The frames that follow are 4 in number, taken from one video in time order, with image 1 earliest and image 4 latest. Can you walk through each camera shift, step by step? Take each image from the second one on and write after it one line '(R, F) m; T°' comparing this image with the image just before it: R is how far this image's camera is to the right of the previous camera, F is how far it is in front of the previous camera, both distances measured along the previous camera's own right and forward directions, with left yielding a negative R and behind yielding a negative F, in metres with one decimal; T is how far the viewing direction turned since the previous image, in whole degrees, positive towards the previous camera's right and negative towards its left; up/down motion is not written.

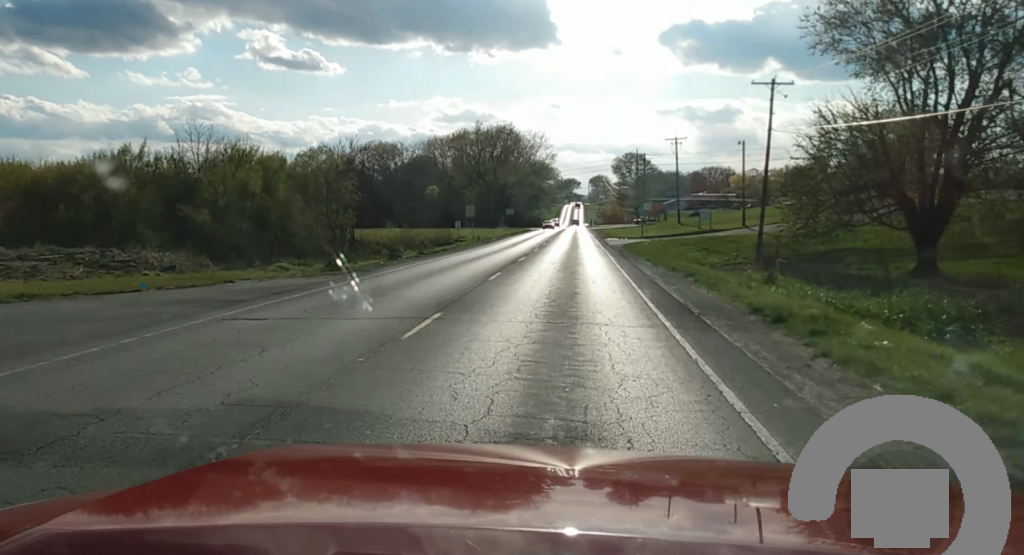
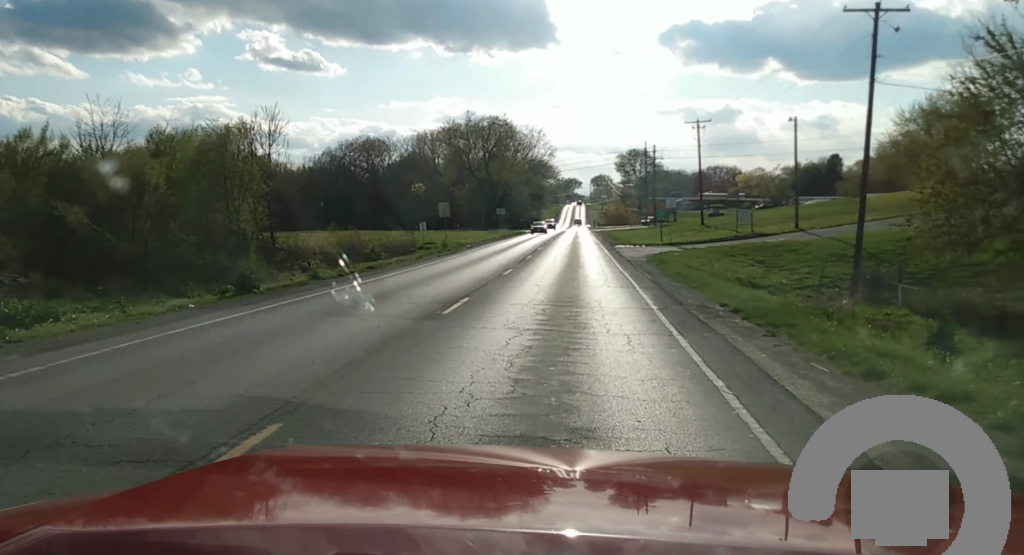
(0.0, +20.6) m; 0°
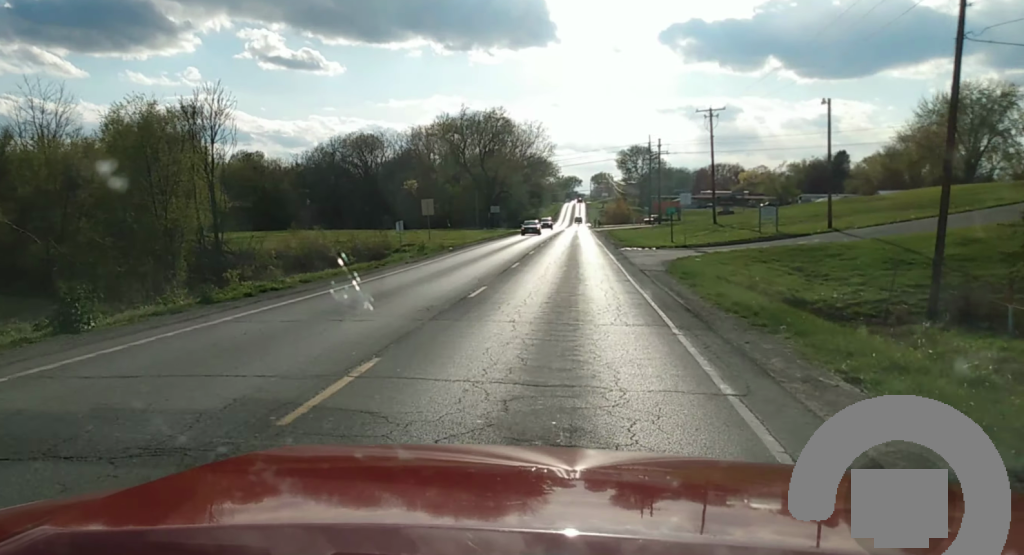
(0.0, +8.5) m; 0°
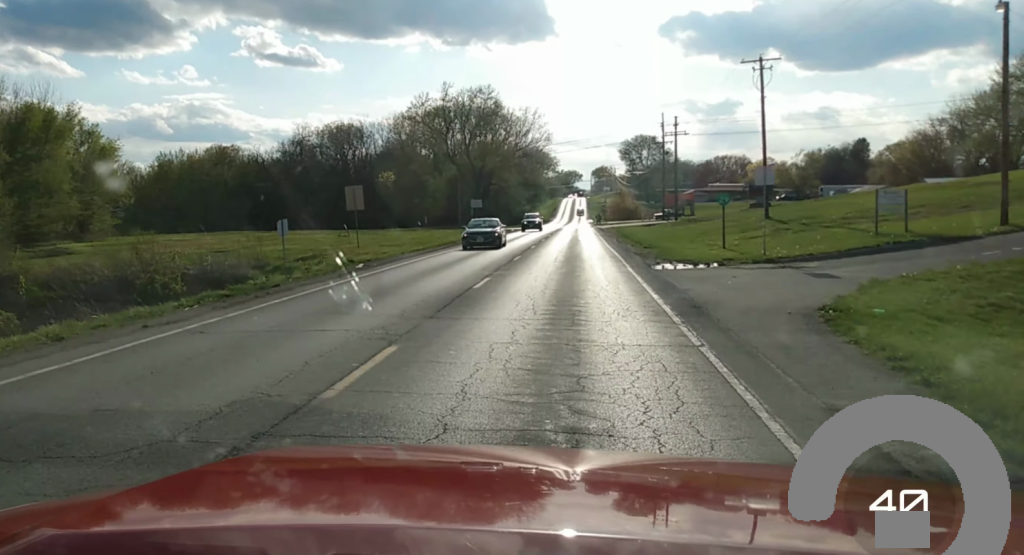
(0.0, +23.1) m; 0°
